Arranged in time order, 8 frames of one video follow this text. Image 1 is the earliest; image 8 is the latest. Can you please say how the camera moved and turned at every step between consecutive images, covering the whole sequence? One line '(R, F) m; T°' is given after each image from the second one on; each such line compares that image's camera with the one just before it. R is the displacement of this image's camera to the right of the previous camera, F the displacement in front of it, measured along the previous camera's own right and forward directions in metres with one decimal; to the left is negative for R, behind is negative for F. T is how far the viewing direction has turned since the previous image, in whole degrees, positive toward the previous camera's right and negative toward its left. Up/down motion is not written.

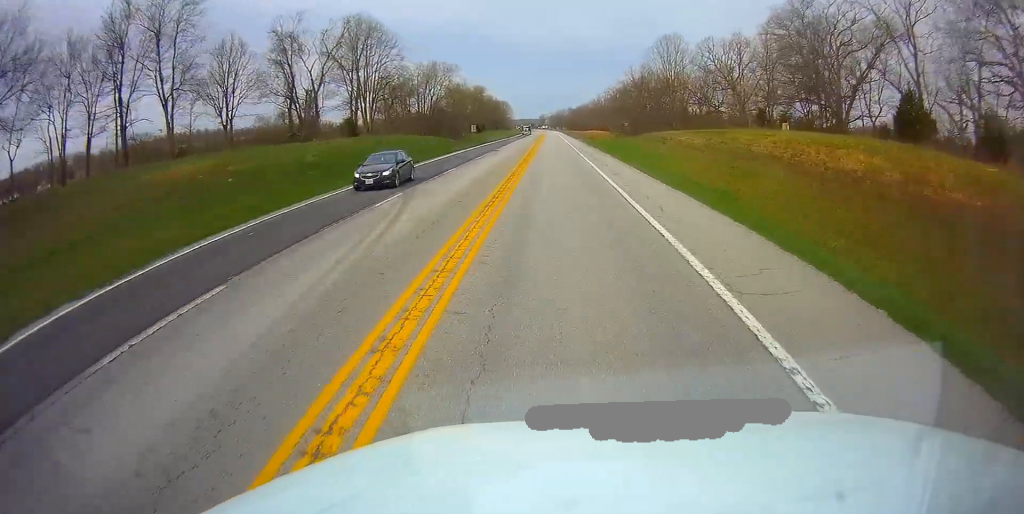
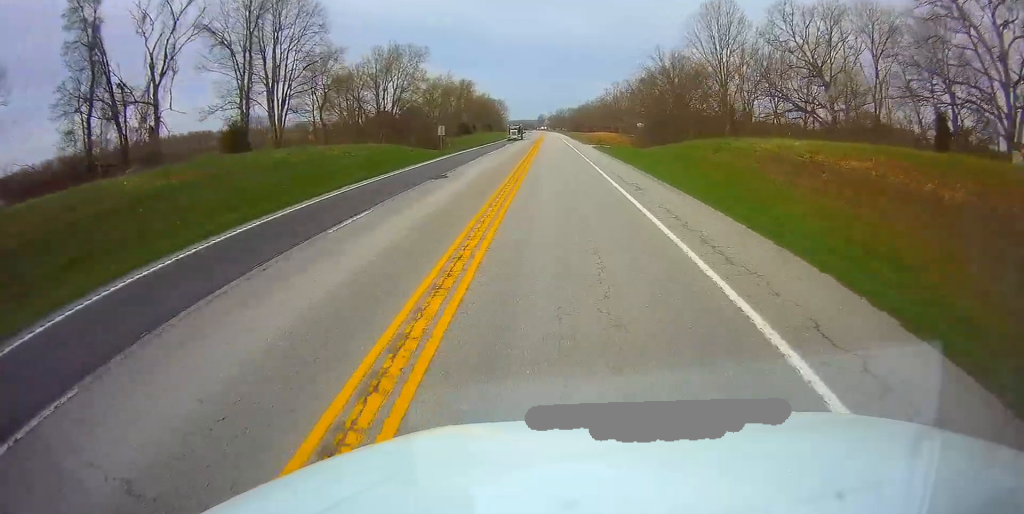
(+0.2, +28.0) m; 0°
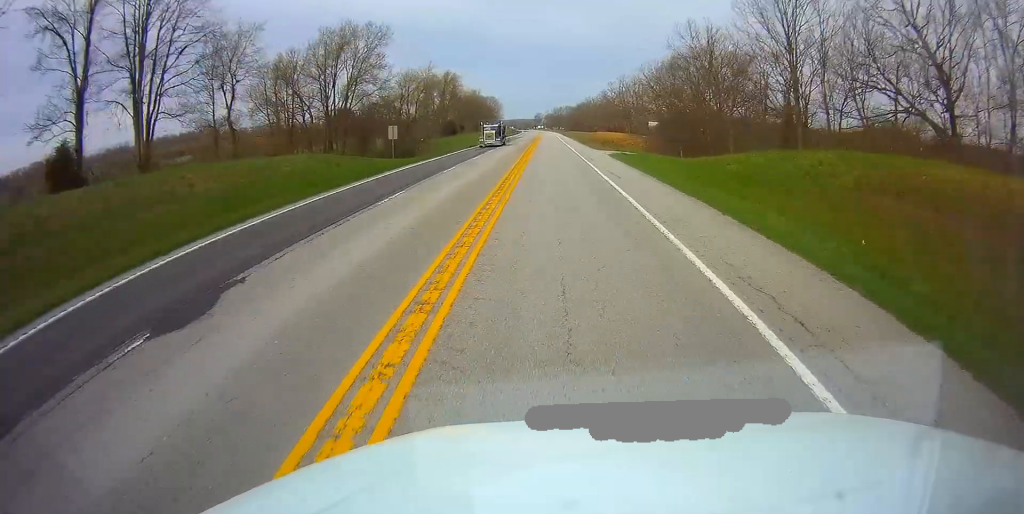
(+0.1, +19.7) m; 0°
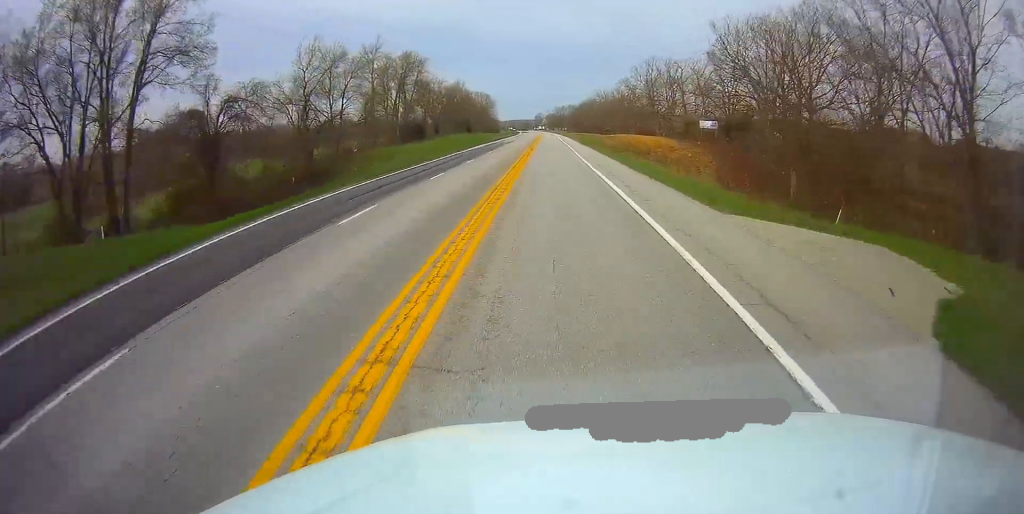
(-0.3, +39.3) m; 0°
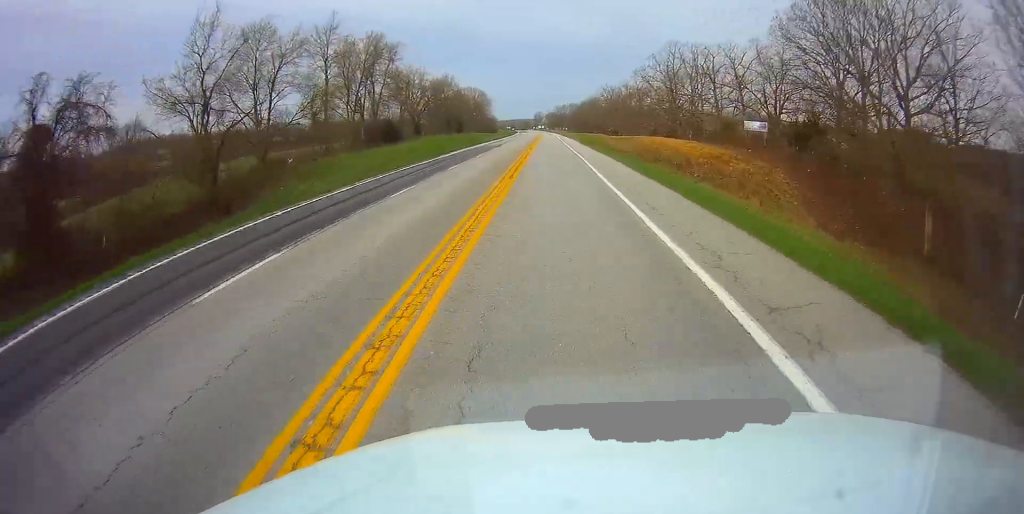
(+0.1, +18.6) m; 0°
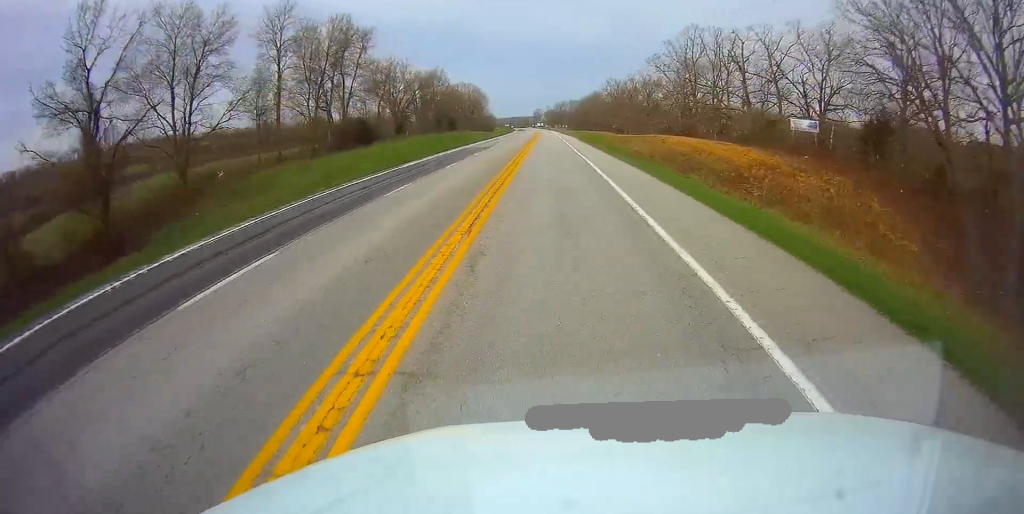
(0.0, +12.4) m; 0°
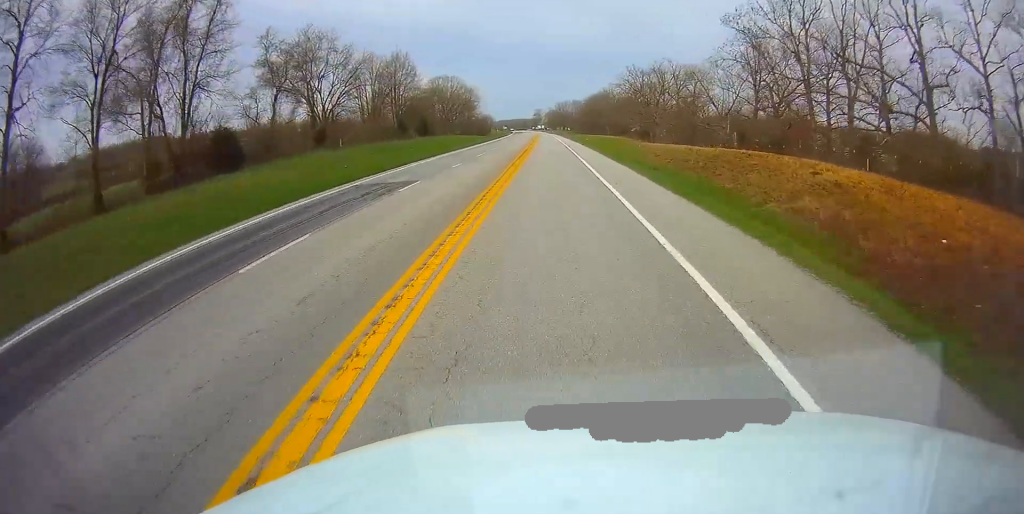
(0.0, +34.1) m; 0°
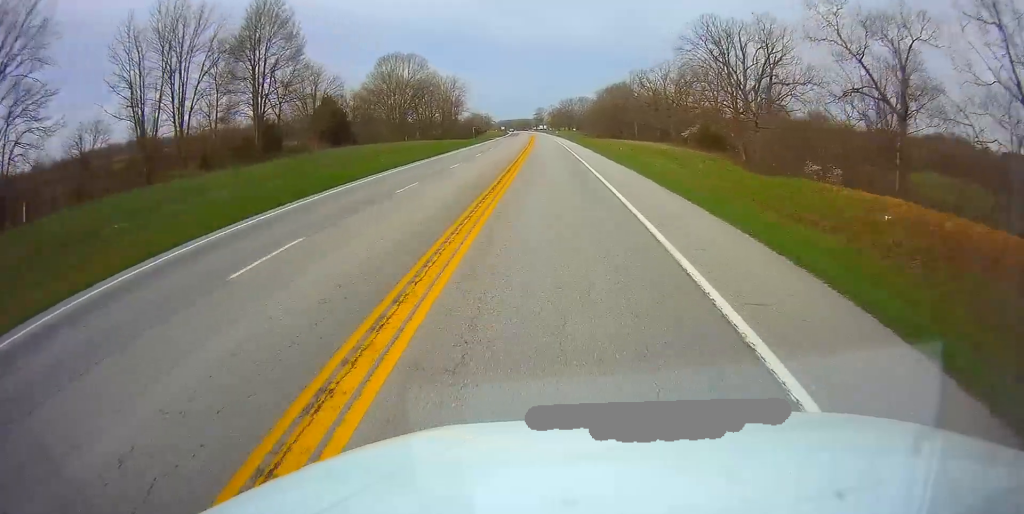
(-0.2, +48.5) m; 0°
